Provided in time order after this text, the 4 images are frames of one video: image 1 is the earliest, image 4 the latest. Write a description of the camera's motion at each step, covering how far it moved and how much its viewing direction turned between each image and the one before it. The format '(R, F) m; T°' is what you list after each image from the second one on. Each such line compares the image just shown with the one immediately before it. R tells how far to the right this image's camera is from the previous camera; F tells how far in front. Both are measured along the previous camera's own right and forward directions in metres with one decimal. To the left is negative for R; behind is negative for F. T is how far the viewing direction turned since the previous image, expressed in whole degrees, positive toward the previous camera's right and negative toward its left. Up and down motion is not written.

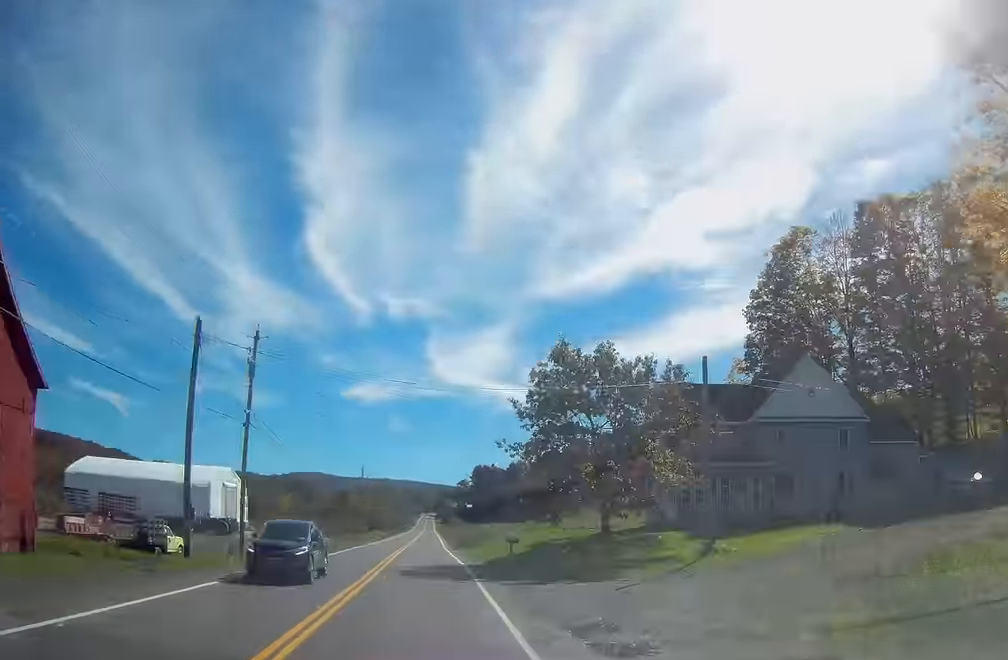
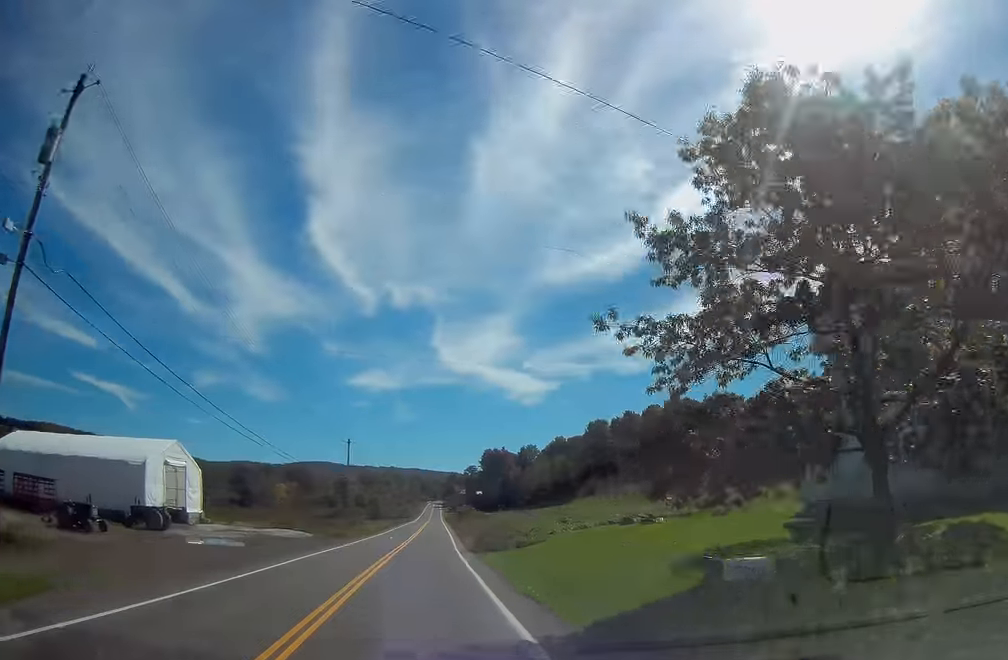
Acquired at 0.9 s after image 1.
(0.0, +21.6) m; 0°
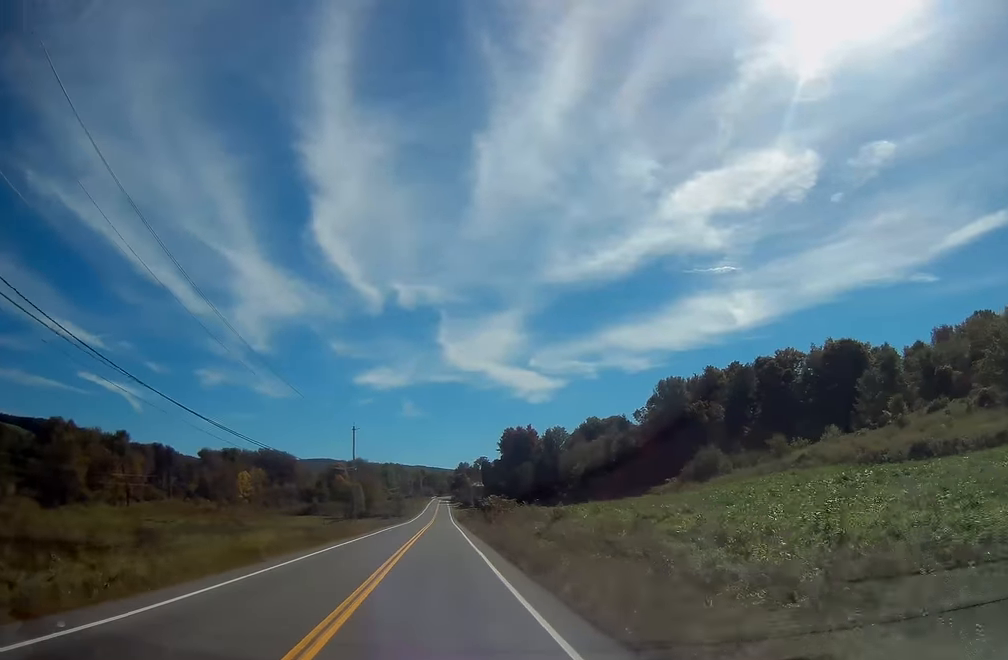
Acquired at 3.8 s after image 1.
(-0.6, +67.1) m; -1°
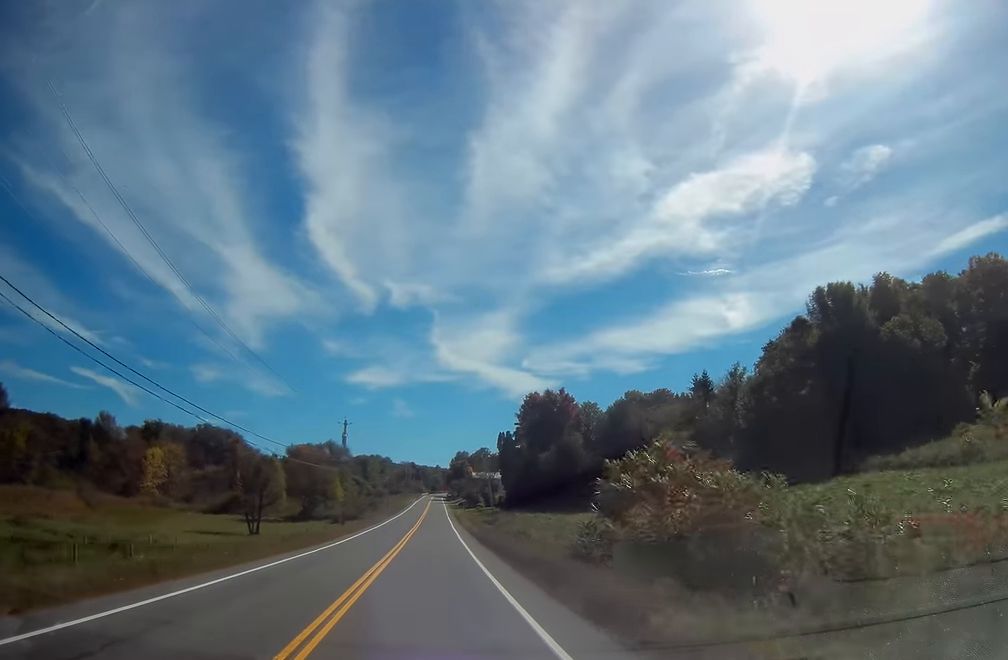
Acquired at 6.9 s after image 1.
(+1.2, +73.7) m; +1°
